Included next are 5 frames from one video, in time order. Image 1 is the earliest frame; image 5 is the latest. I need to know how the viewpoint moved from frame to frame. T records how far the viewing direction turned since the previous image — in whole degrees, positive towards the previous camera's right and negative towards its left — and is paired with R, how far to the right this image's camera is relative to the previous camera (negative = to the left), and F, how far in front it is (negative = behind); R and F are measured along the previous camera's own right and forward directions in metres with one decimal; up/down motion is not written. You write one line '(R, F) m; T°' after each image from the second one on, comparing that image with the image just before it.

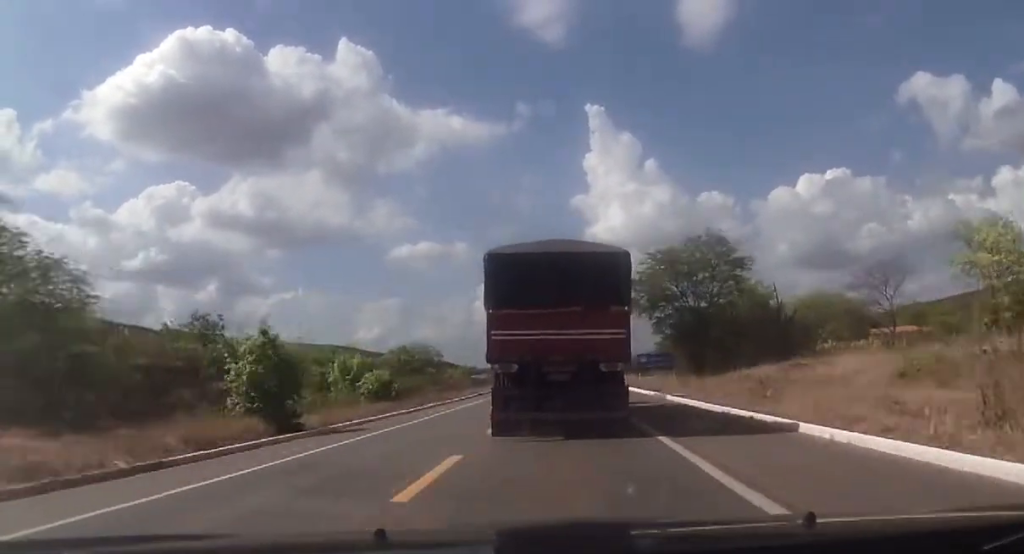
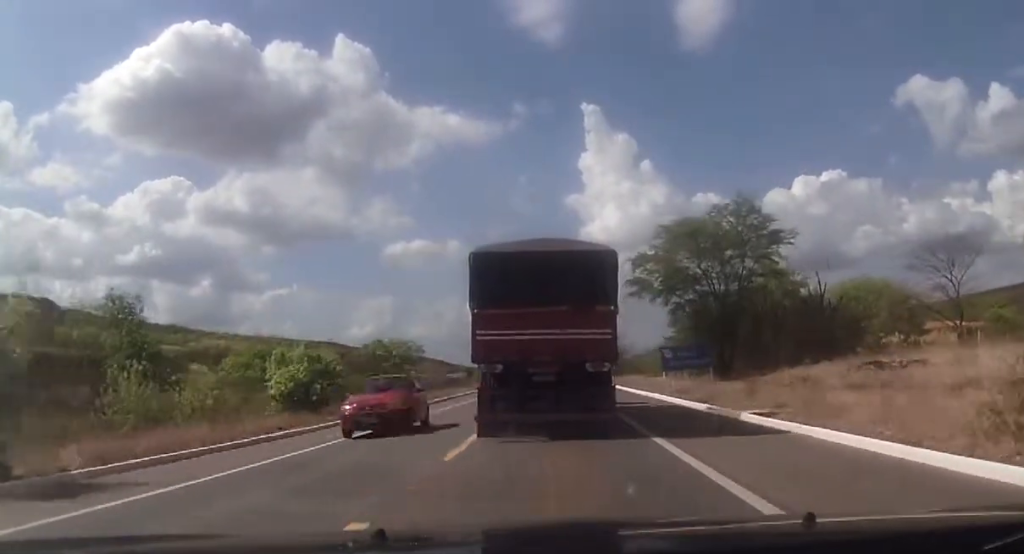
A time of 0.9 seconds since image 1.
(-0.3, +14.0) m; -1°
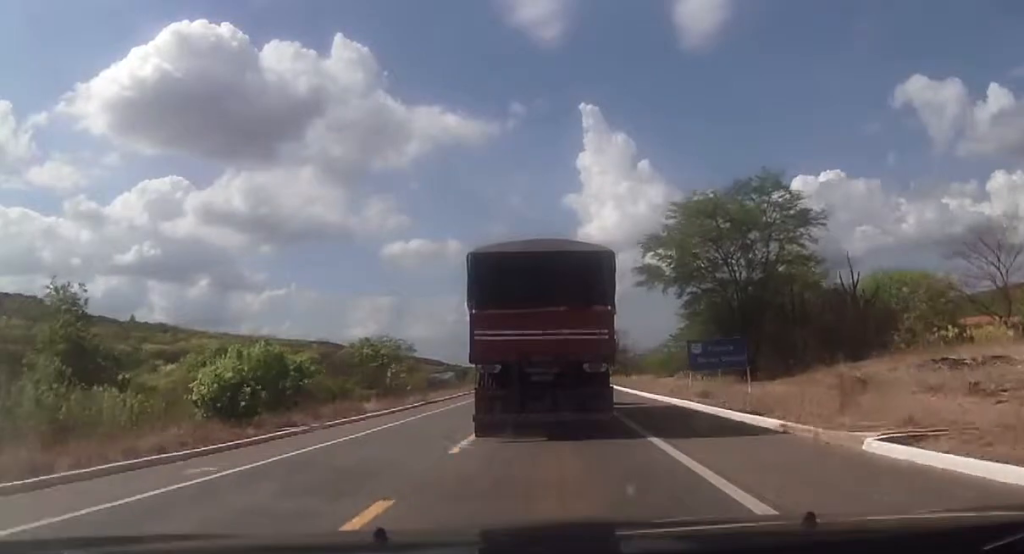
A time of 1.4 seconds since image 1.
(-0.1, +7.5) m; +1°
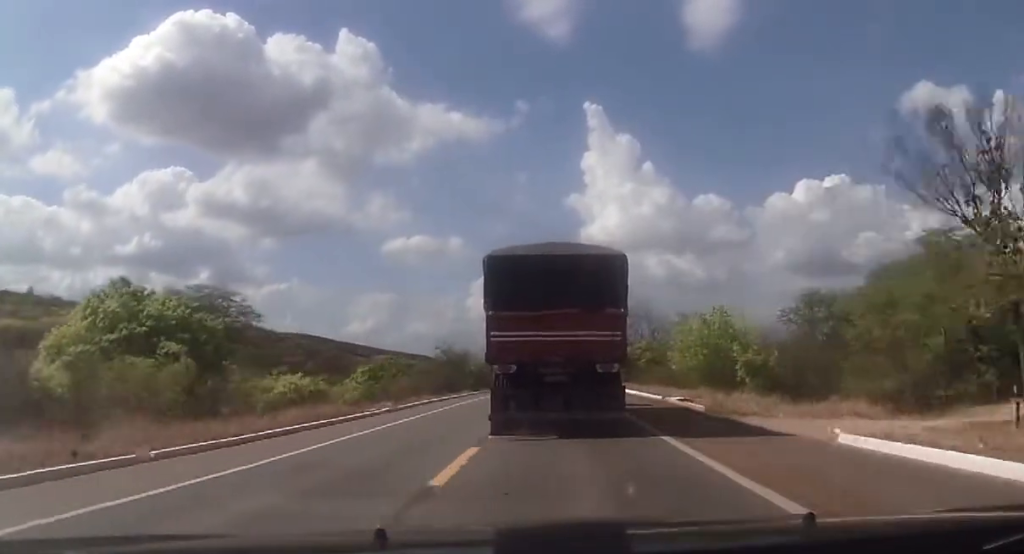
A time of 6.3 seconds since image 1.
(-0.3, +71.2) m; -1°
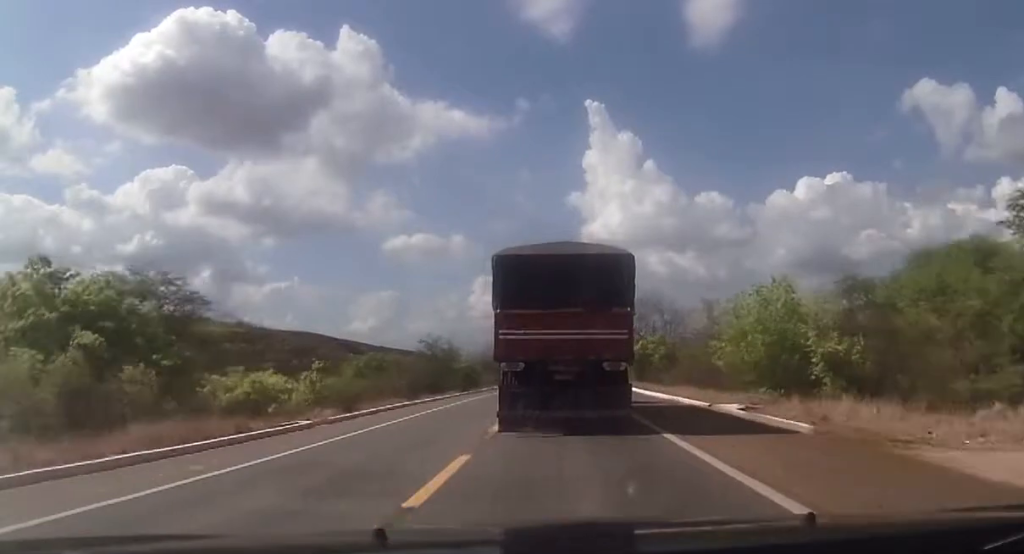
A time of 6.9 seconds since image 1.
(-0.1, +10.0) m; 0°
